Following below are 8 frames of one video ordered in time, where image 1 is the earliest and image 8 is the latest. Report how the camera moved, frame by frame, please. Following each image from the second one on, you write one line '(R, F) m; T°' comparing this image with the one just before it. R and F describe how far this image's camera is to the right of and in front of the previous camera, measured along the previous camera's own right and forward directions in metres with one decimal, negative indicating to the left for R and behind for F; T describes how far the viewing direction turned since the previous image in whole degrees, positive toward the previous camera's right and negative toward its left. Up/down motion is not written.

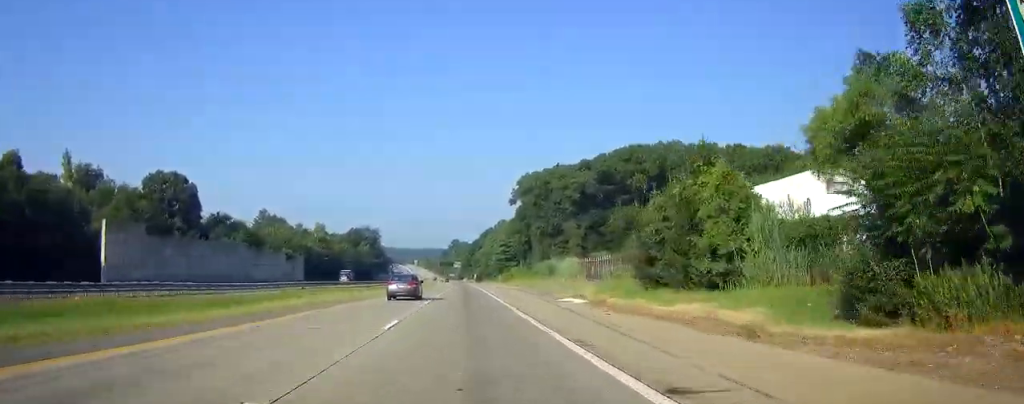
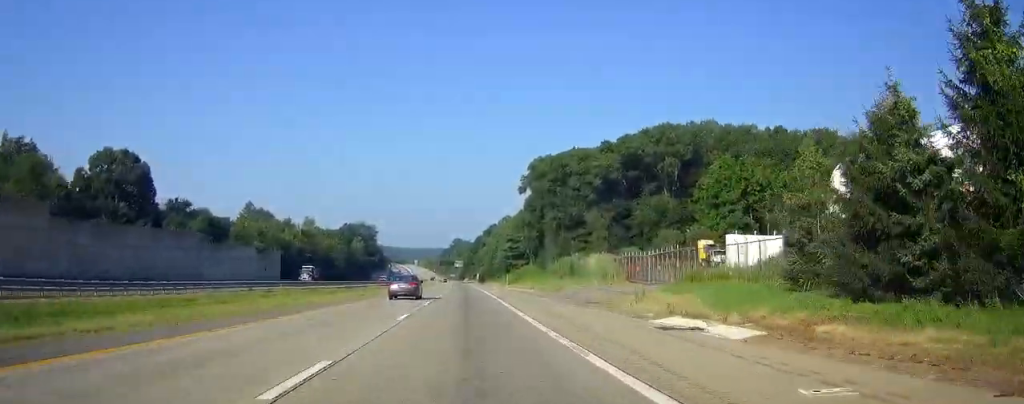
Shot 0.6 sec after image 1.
(0.0, +21.8) m; 0°
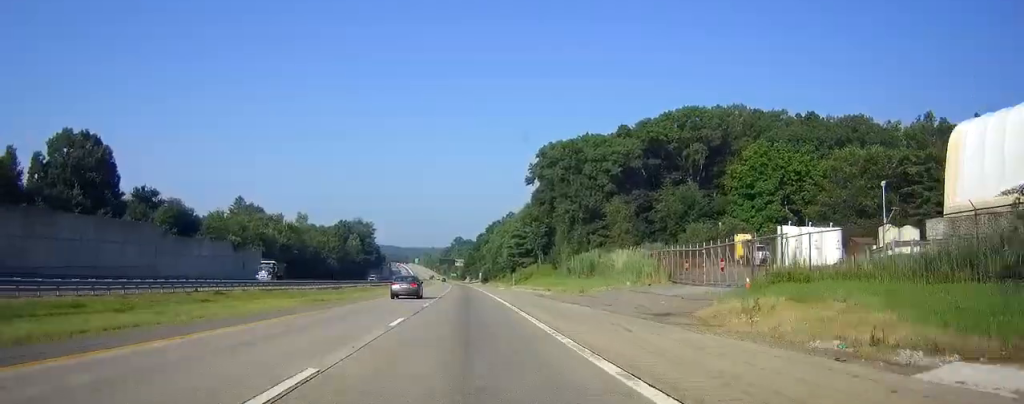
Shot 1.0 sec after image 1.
(0.0, +13.8) m; 0°
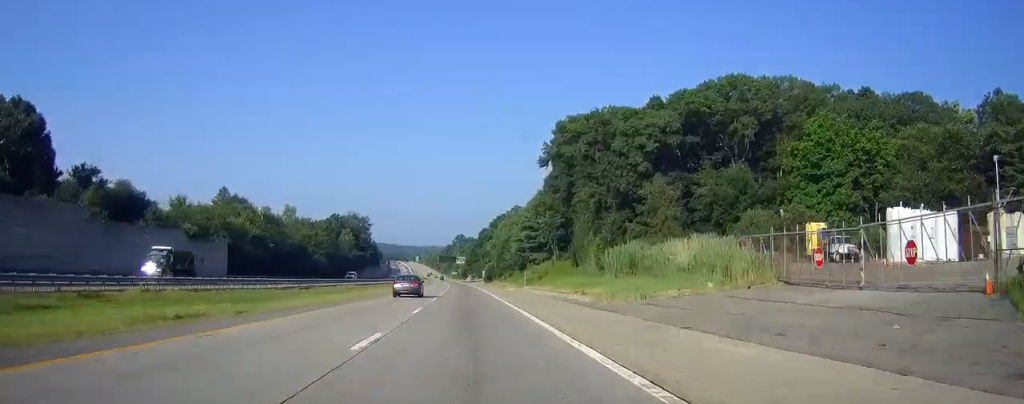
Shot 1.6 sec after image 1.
(0.0, +19.6) m; 0°
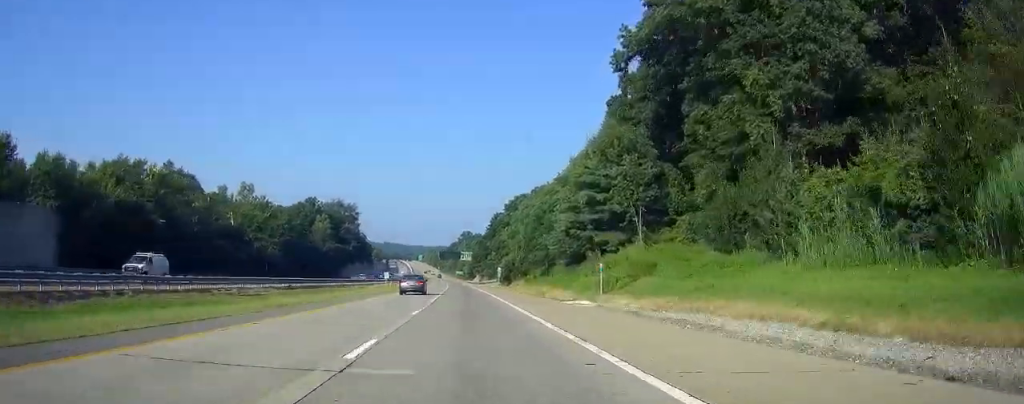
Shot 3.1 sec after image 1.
(-0.4, +51.8) m; -1°
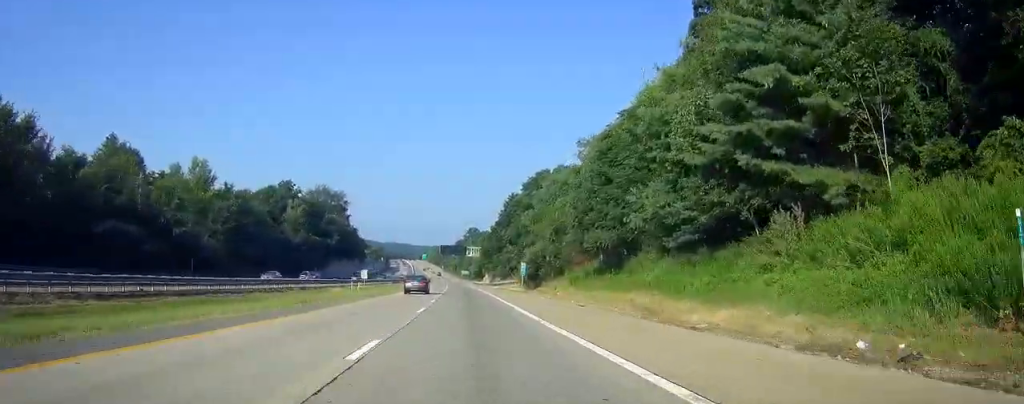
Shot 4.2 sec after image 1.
(-0.1, +36.7) m; 0°
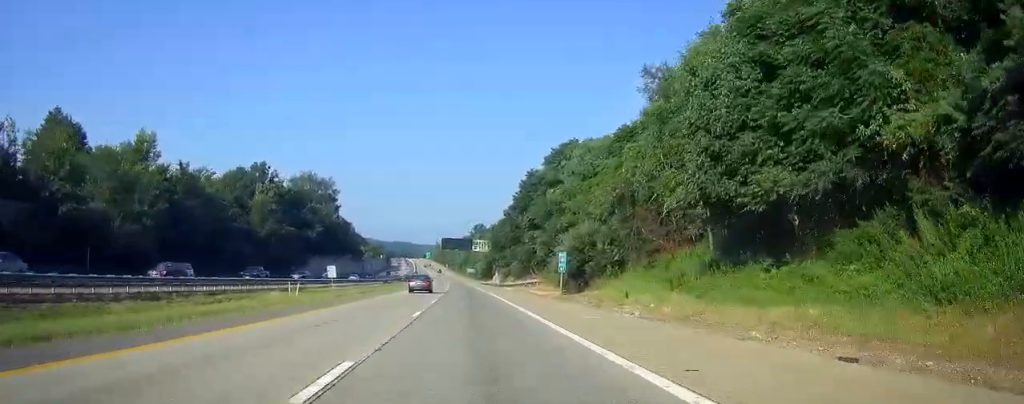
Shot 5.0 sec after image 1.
(-0.1, +27.5) m; 0°
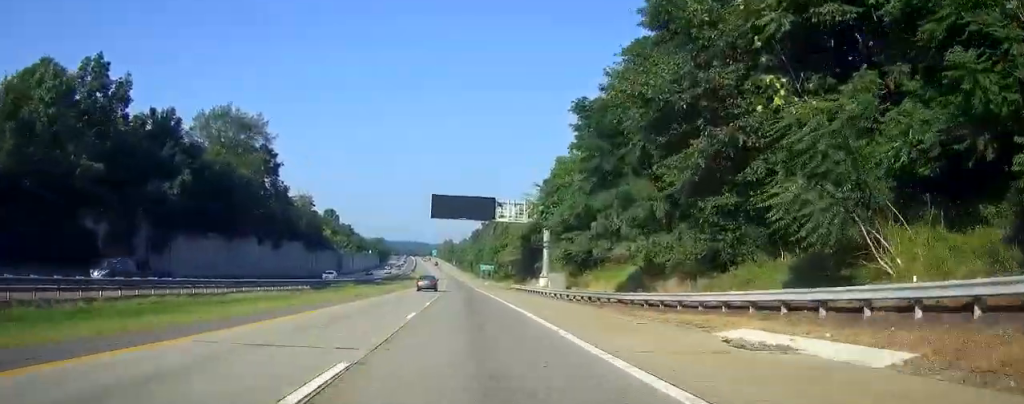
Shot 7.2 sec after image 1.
(-0.7, +76.5) m; -1°
